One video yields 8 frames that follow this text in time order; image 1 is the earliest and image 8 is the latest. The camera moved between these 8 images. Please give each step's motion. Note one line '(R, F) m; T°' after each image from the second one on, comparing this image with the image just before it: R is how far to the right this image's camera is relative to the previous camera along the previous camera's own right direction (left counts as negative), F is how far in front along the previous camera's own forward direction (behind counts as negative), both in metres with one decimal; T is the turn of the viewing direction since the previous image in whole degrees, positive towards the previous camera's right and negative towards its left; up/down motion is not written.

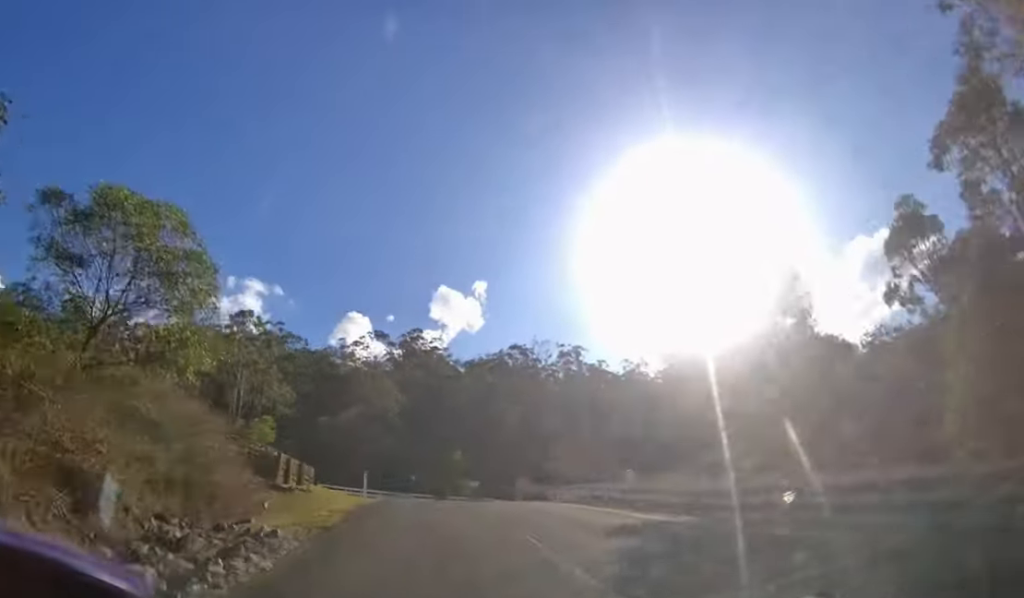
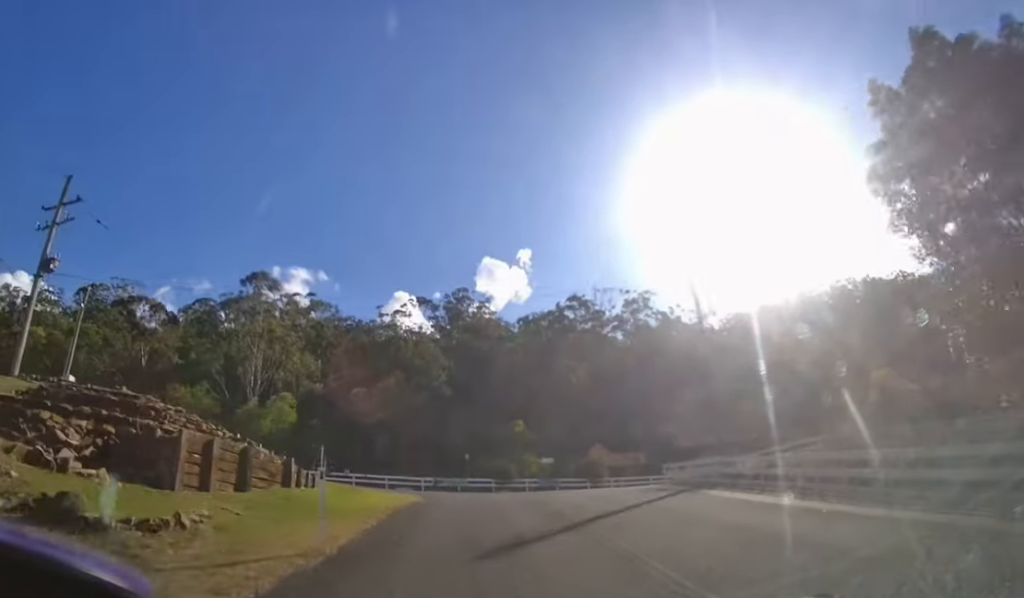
(-0.8, +10.4) m; -5°
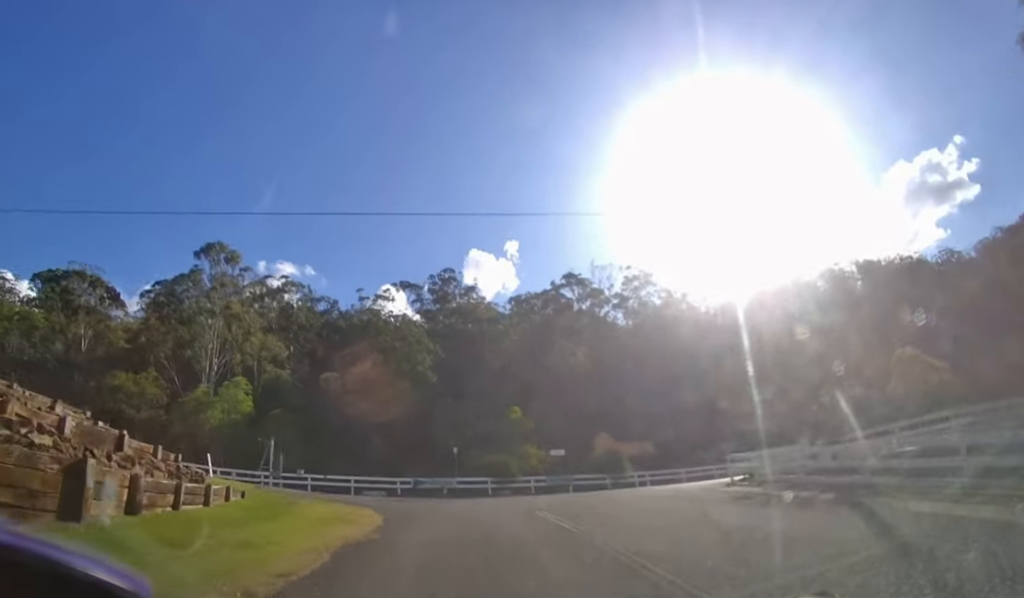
(-0.1, +7.2) m; -1°
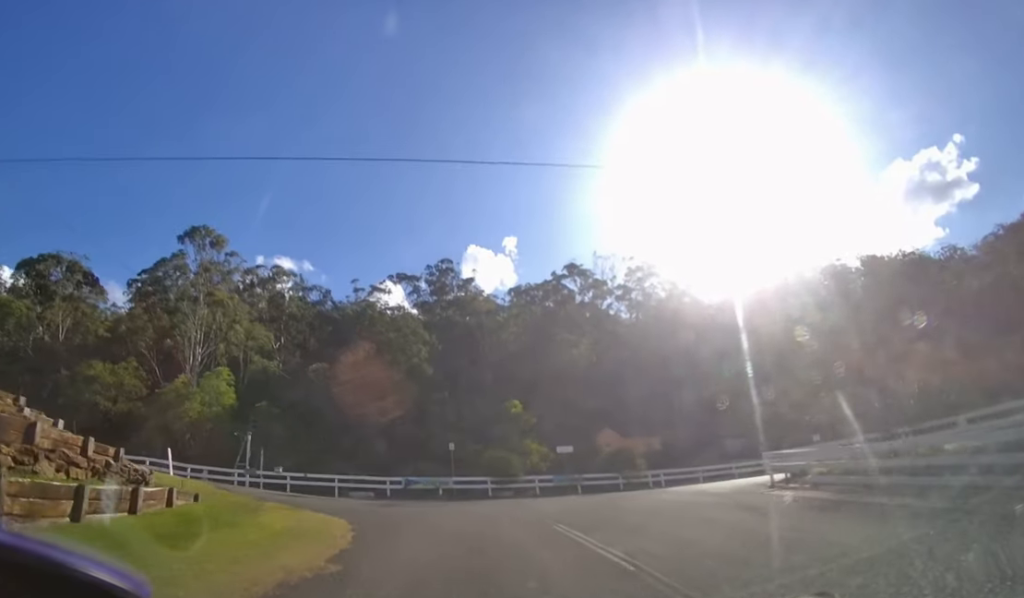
(0.0, +2.7) m; 0°
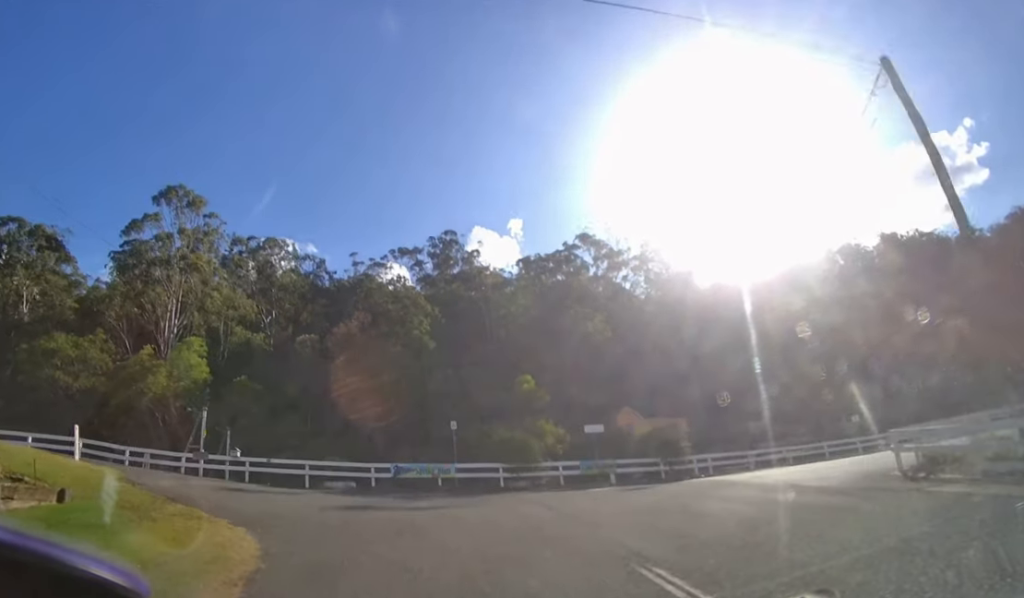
(0.0, +5.4) m; 0°
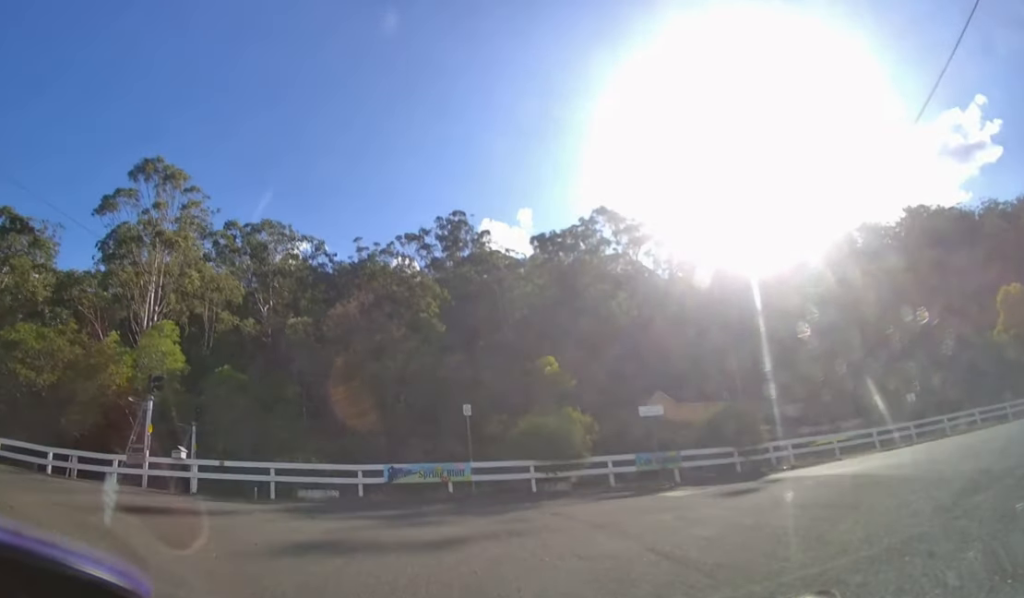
(0.0, +5.9) m; +1°
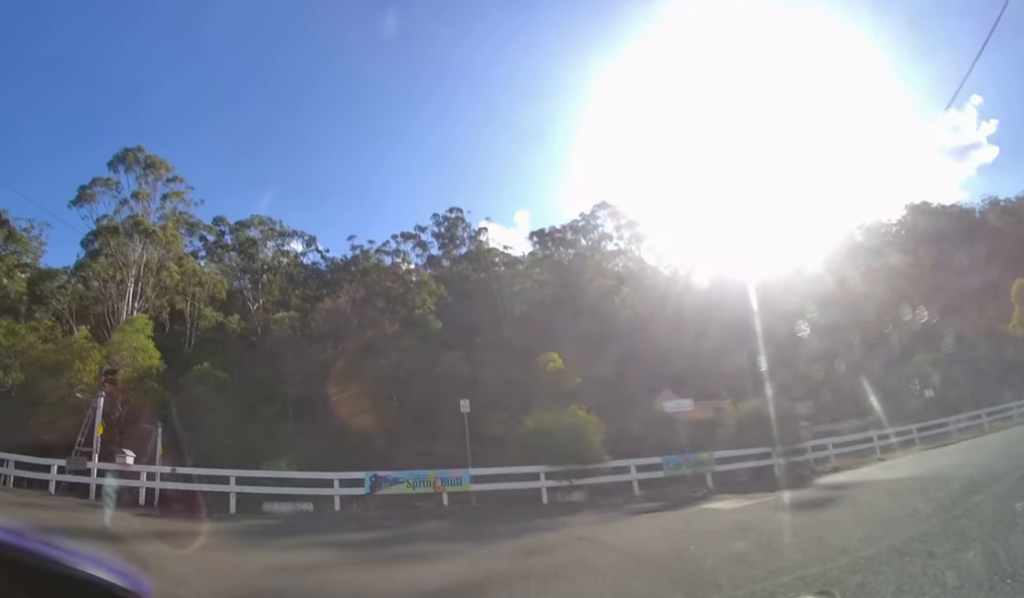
(0.0, +3.1) m; +2°
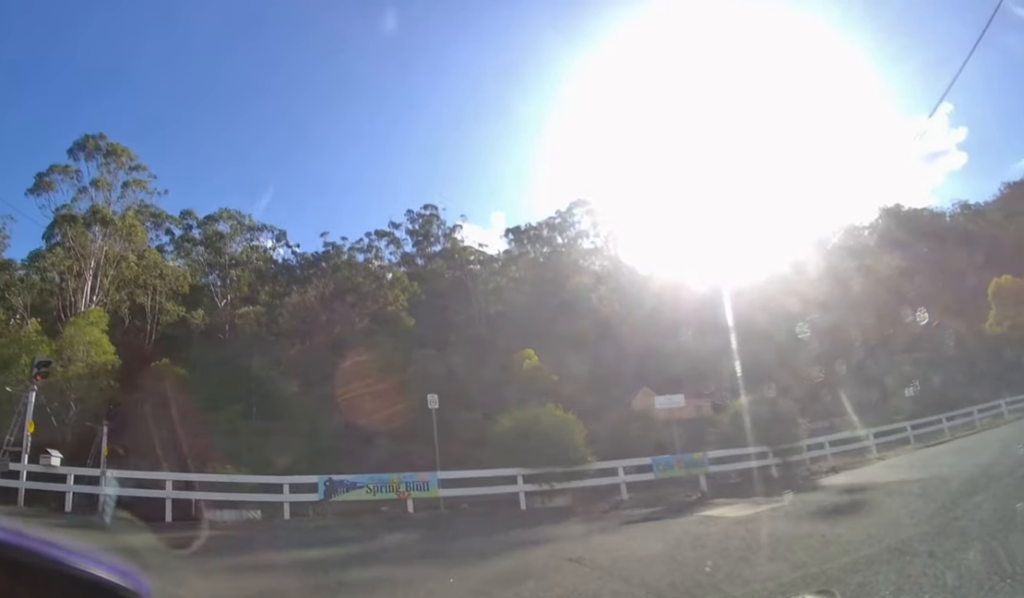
(-0.1, +2.2) m; +3°
